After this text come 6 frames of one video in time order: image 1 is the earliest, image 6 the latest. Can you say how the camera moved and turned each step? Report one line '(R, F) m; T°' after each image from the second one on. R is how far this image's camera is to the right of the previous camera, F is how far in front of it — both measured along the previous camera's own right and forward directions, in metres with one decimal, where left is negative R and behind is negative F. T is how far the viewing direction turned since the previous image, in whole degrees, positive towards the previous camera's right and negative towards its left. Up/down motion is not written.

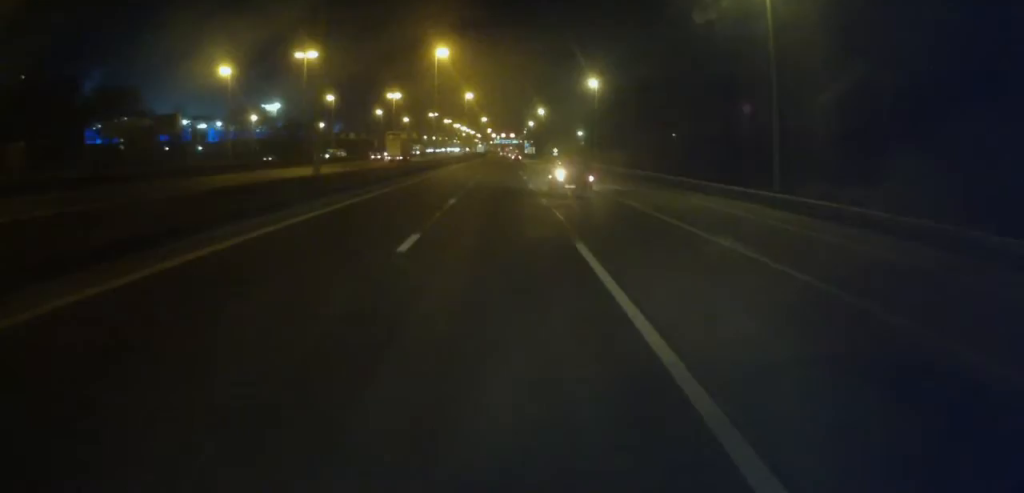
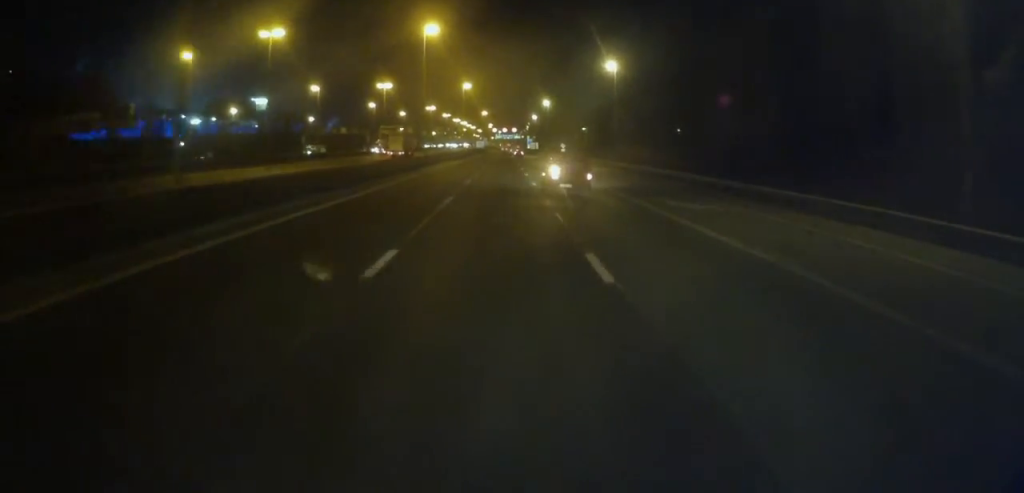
(0.0, +15.7) m; 0°
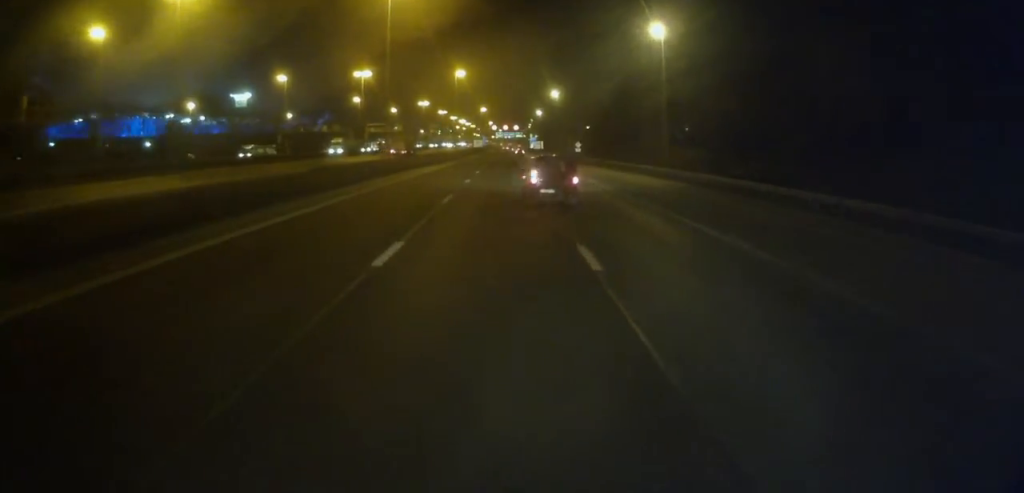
(0.0, +25.8) m; -1°
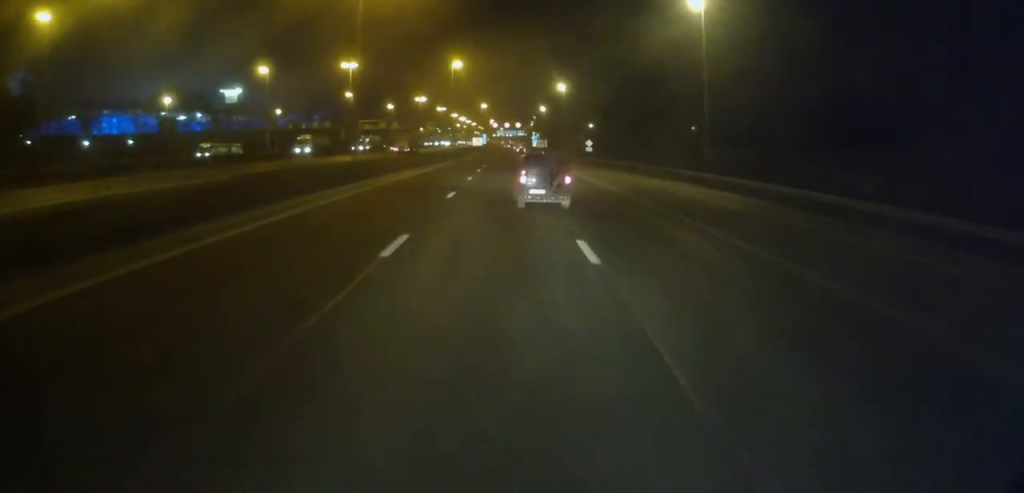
(-0.2, +12.3) m; 0°
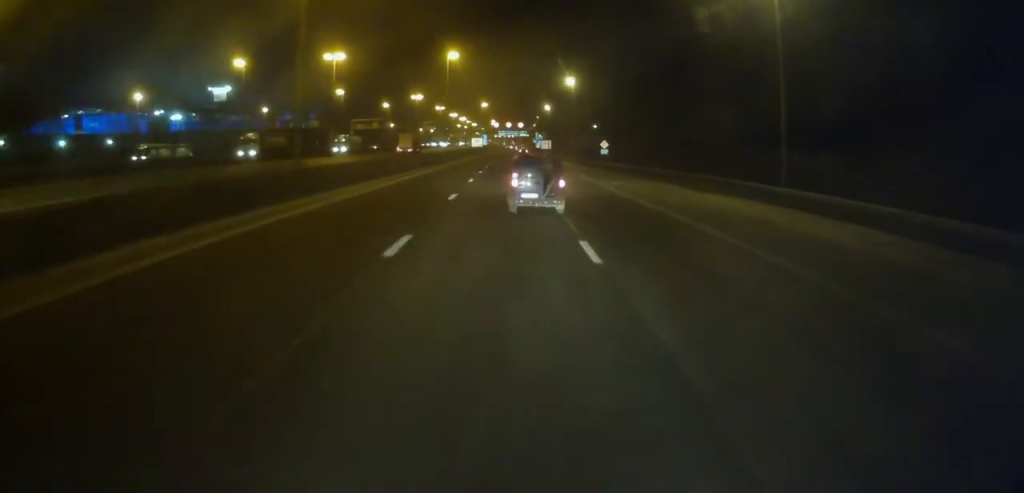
(0.0, +13.7) m; 0°
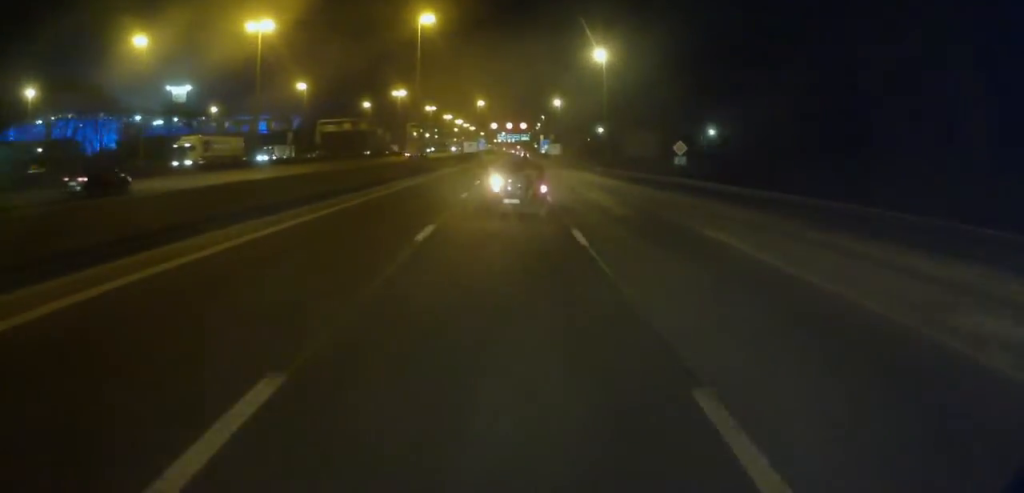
(+0.5, +36.5) m; 0°
